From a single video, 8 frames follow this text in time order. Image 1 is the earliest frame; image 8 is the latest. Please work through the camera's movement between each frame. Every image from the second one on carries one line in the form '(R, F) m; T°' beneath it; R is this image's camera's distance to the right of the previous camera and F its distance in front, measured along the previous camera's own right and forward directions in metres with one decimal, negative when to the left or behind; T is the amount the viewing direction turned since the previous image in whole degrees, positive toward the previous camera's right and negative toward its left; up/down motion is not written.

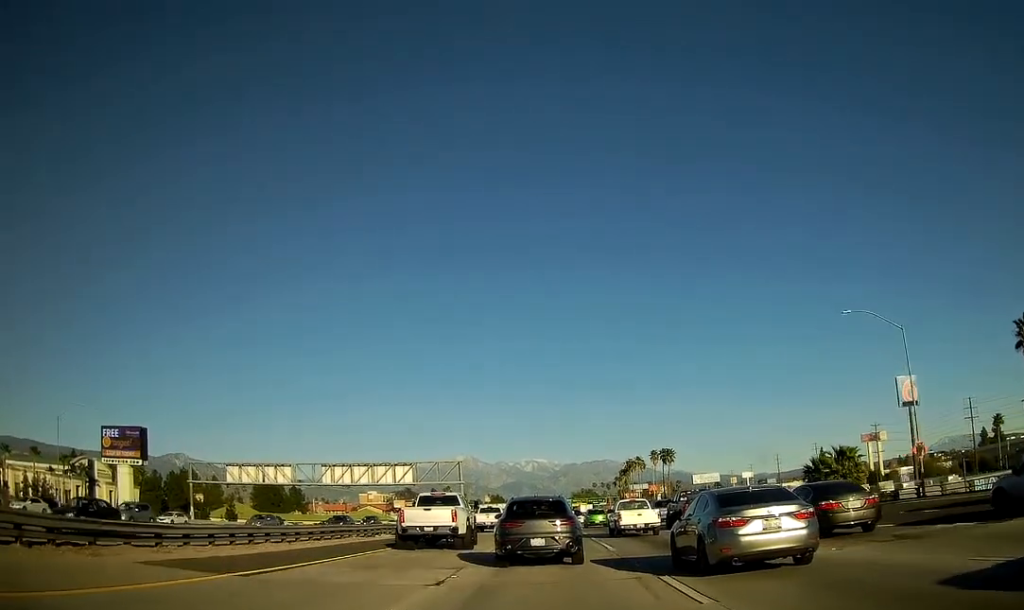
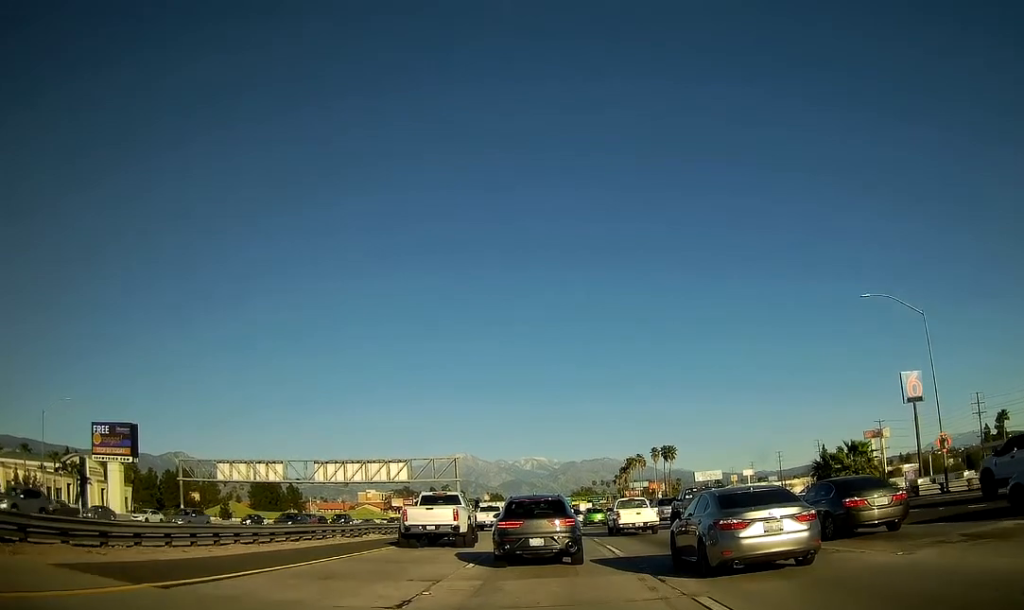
(-0.1, +3.4) m; +1°
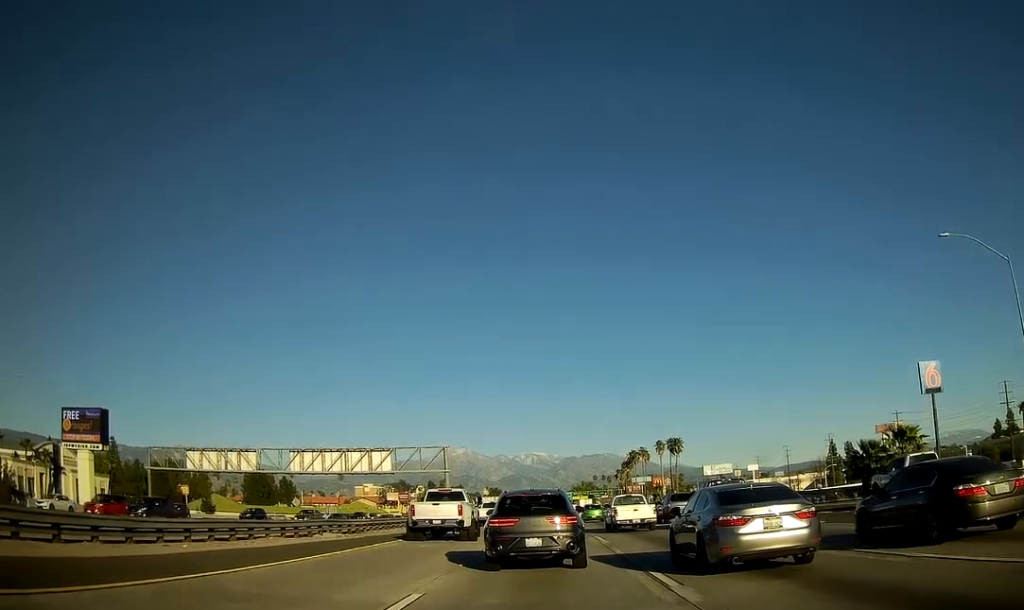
(+0.3, +9.5) m; +1°
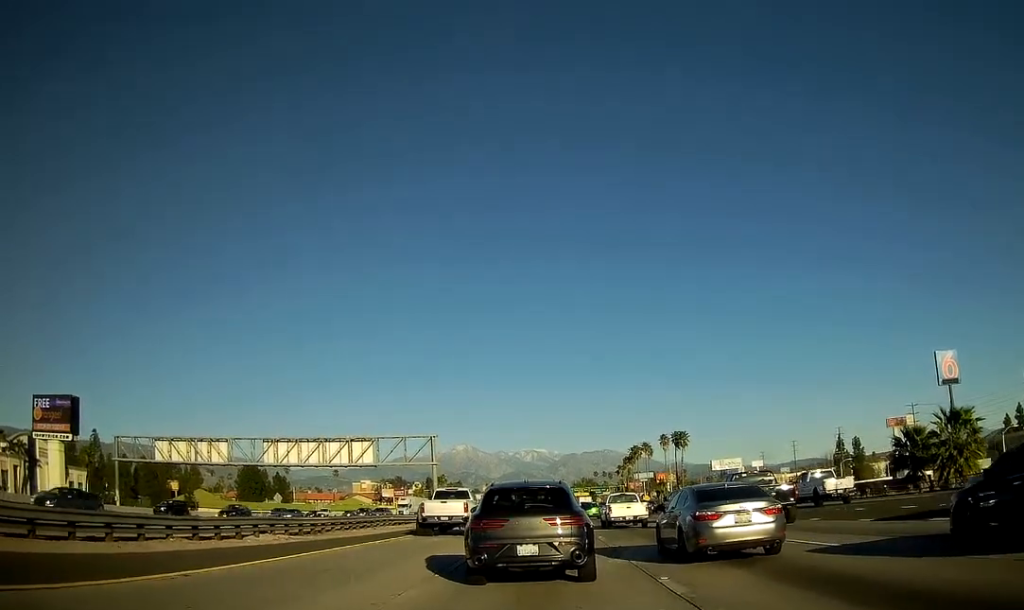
(0.0, +8.4) m; -1°
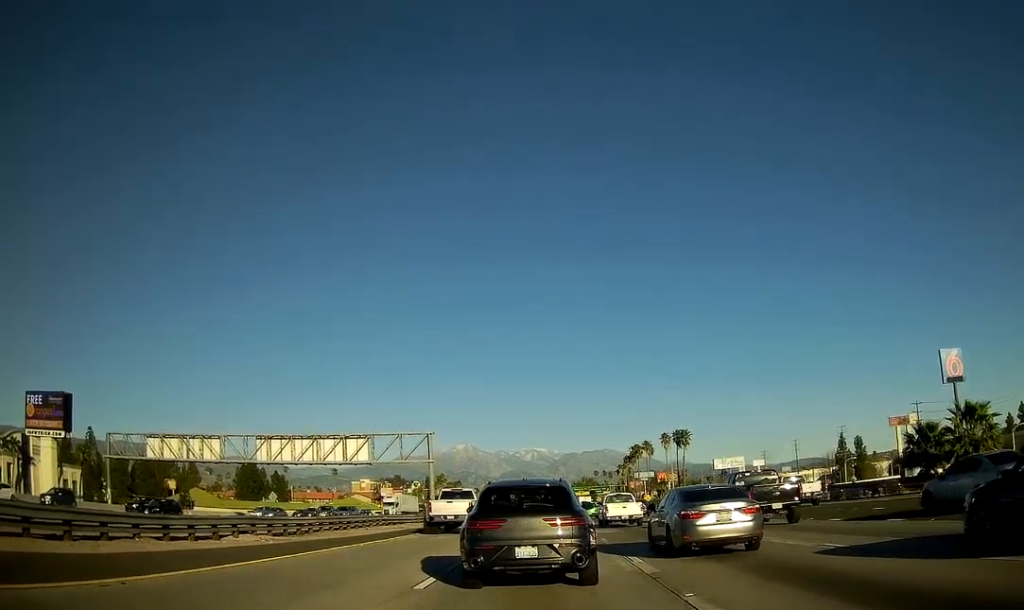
(0.0, +2.5) m; 0°
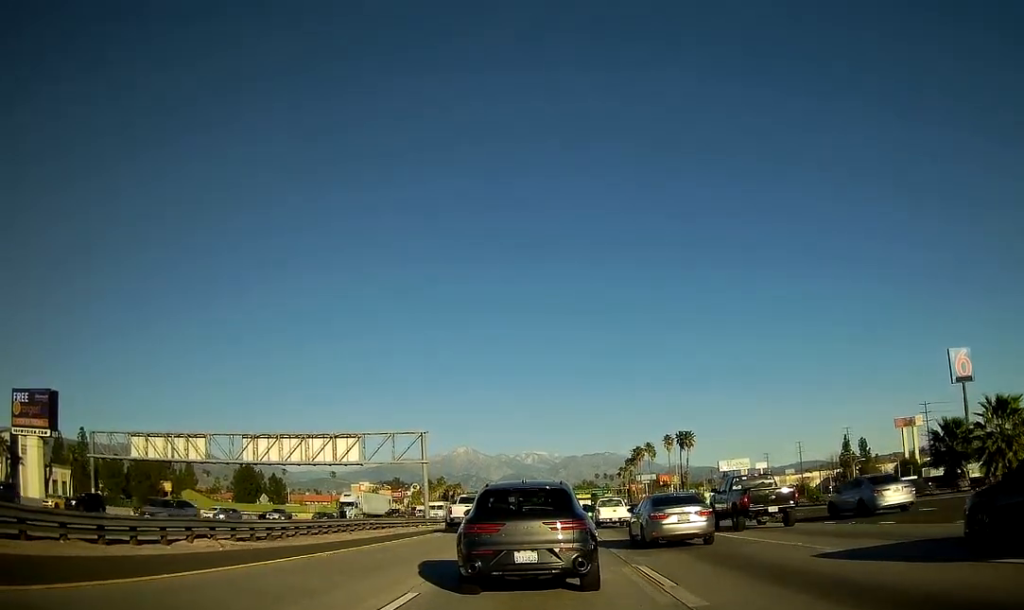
(-0.1, +5.0) m; -2°
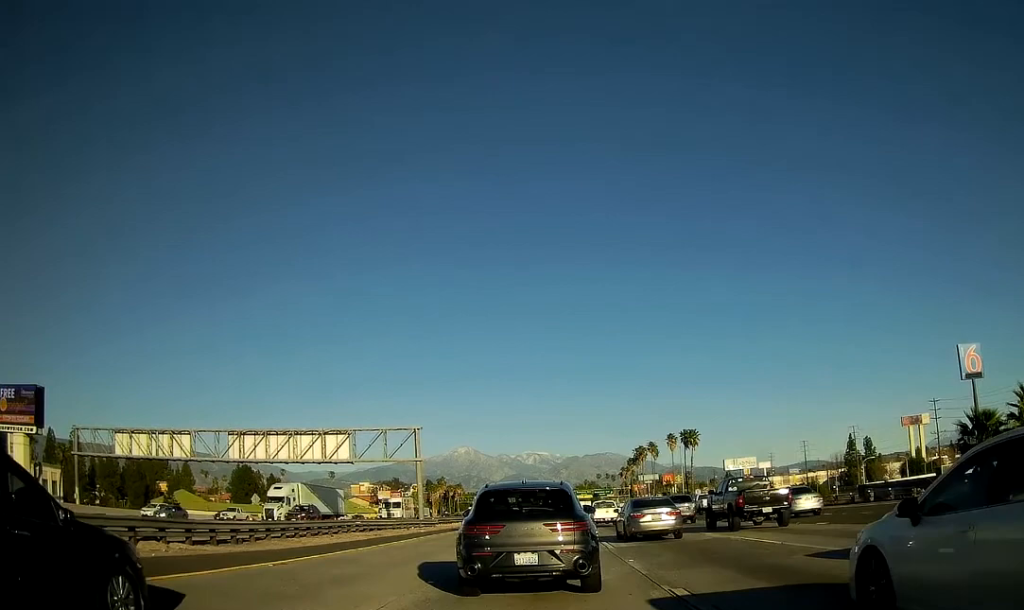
(0.0, +4.4) m; 0°
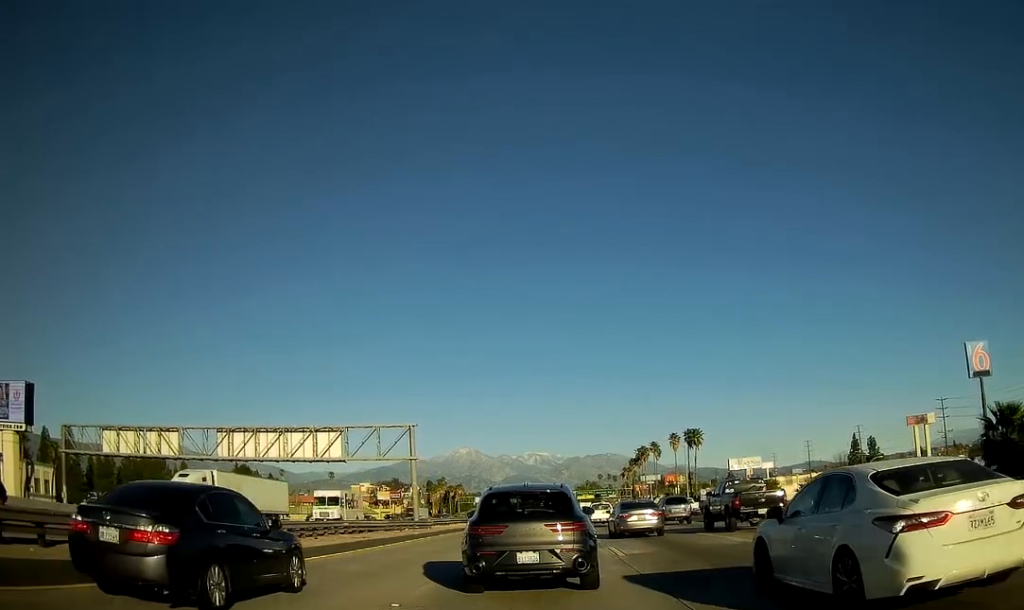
(0.0, +3.0) m; +2°
